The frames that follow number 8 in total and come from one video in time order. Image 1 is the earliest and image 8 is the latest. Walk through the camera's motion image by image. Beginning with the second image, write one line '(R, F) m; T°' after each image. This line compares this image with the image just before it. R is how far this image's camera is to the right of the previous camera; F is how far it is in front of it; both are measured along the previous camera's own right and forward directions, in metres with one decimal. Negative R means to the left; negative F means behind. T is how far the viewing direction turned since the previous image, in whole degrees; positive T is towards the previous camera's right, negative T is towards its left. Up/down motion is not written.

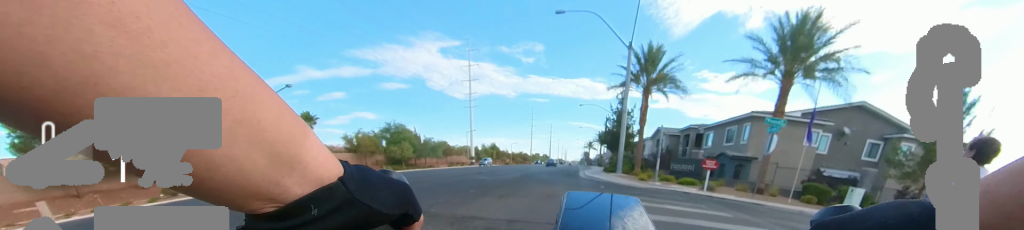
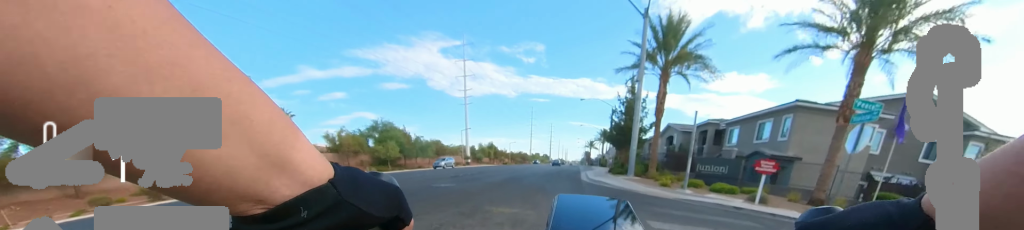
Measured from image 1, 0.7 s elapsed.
(-0.4, +4.6) m; -5°
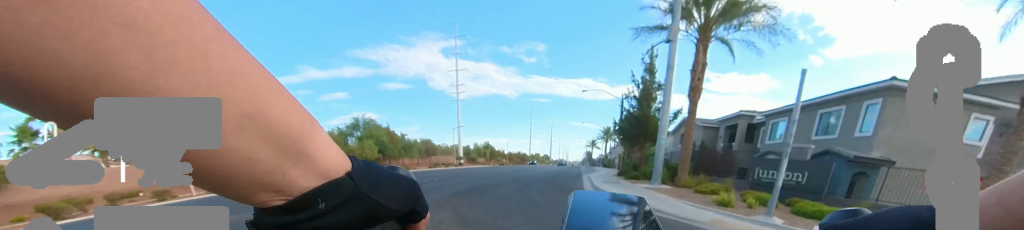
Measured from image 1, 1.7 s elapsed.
(0.0, +5.8) m; 0°
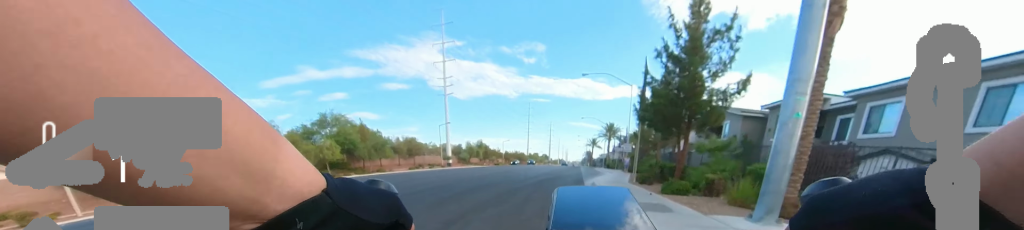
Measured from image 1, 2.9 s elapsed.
(0.0, +7.5) m; 0°
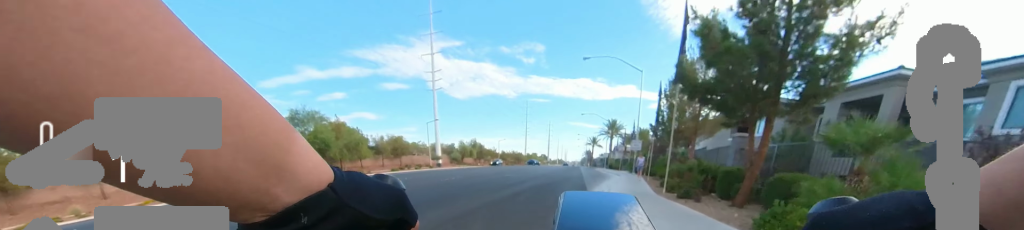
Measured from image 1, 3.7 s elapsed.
(0.0, +5.2) m; 0°
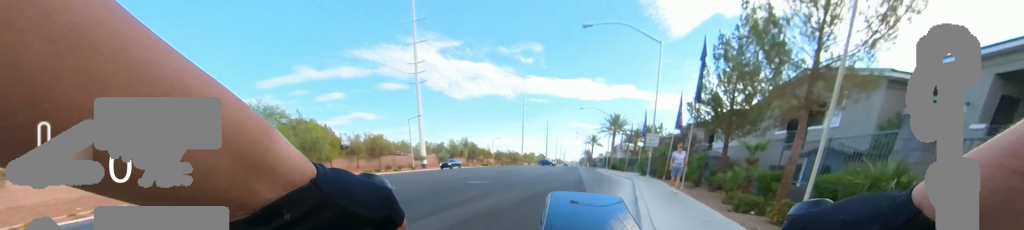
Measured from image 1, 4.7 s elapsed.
(0.0, +6.4) m; 0°
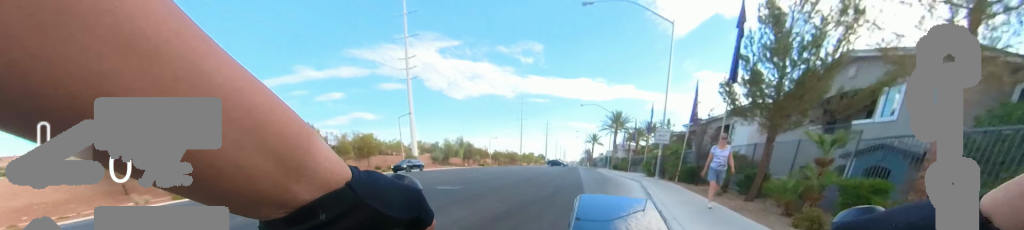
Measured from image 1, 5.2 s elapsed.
(0.0, +2.9) m; 0°
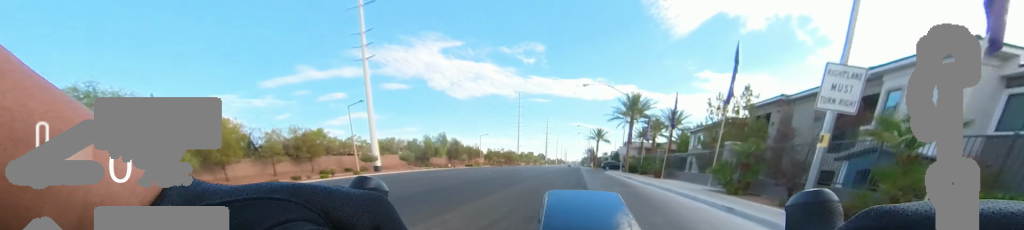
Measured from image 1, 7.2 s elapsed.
(0.0, +12.6) m; 0°
